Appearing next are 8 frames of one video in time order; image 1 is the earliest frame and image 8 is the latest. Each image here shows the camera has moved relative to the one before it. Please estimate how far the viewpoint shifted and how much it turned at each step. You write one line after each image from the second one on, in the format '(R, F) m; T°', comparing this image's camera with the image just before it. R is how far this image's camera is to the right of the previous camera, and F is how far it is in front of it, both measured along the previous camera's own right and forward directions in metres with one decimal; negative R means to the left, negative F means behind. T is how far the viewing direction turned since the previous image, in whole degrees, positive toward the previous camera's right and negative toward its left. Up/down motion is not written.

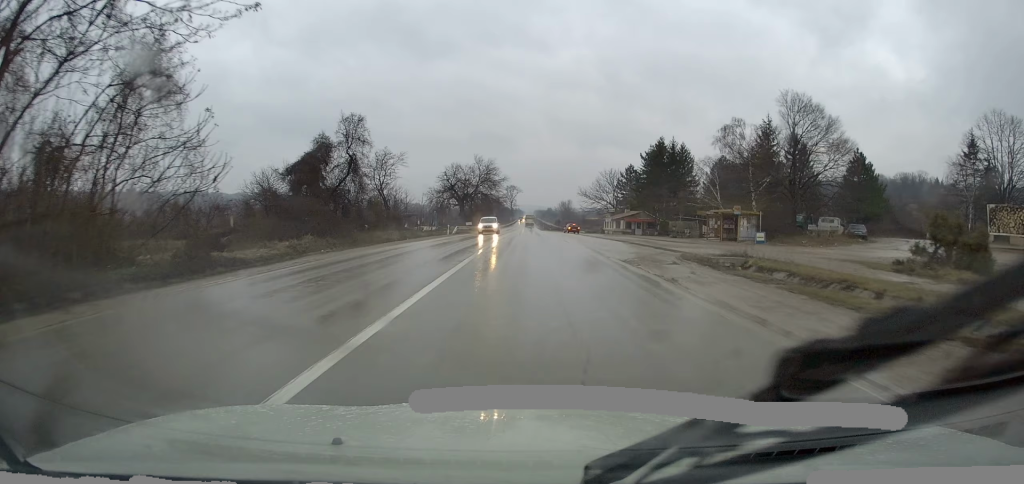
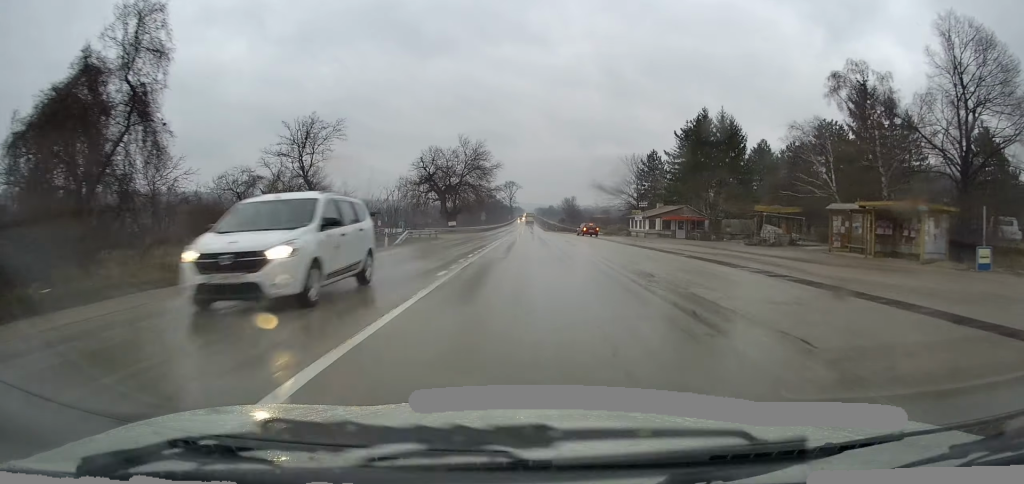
(+0.7, +23.8) m; 0°
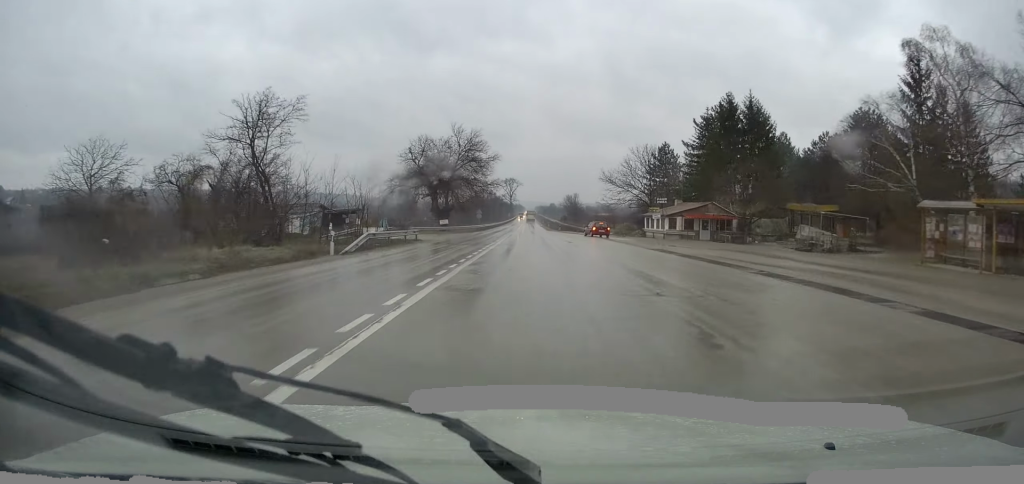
(-0.3, +8.7) m; 0°
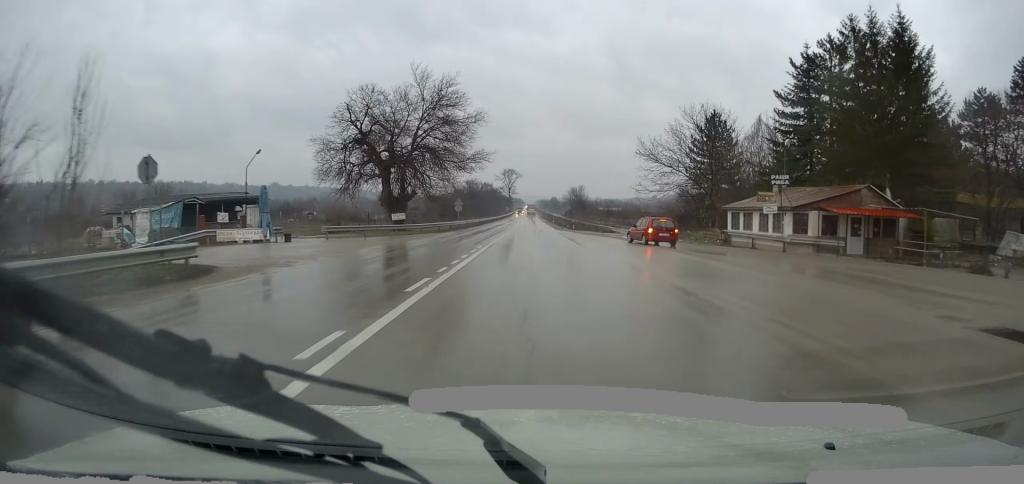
(+0.2, +26.1) m; 0°
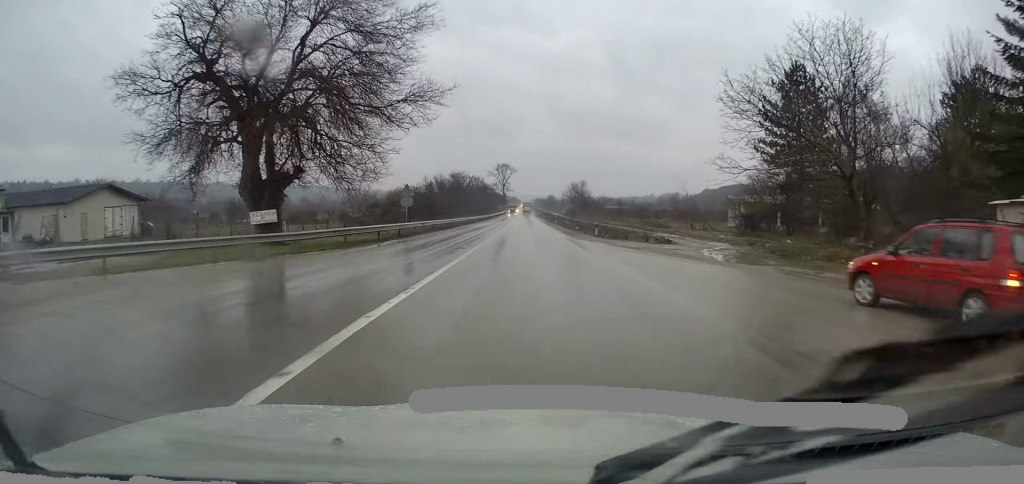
(-0.4, +24.3) m; -1°
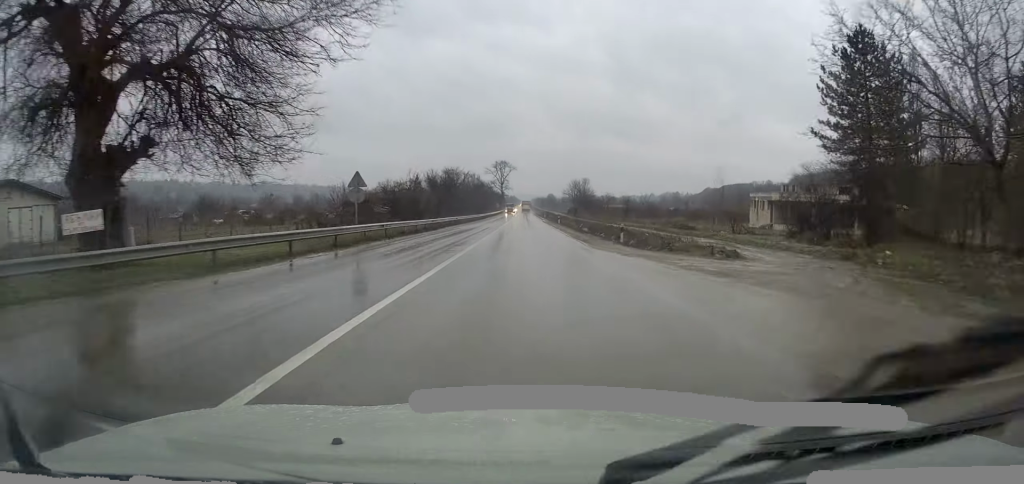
(+0.2, +10.9) m; 0°
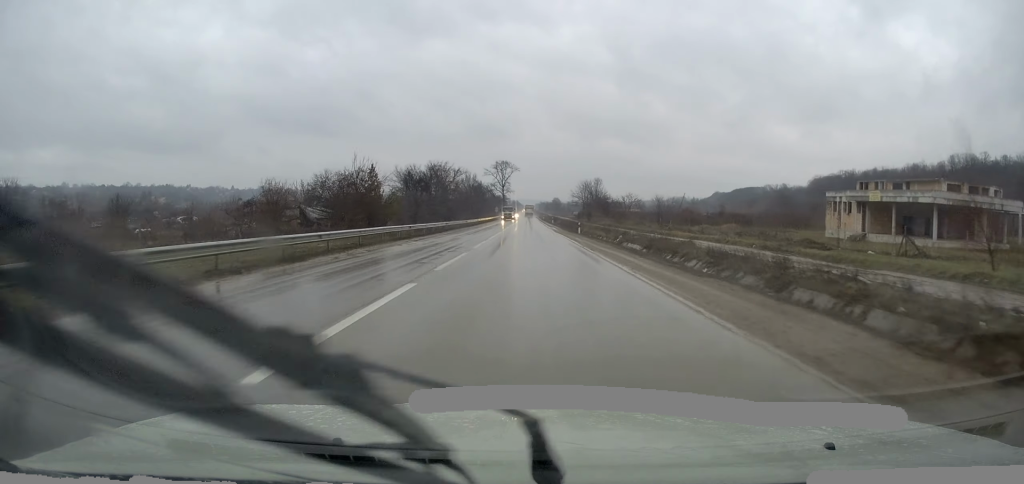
(+0.2, +25.0) m; +1°
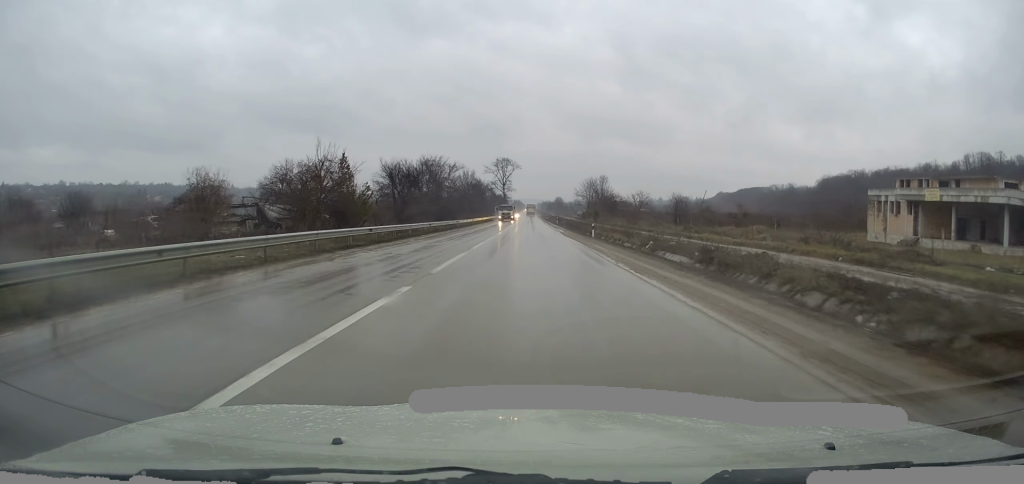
(0.0, +9.4) m; 0°
